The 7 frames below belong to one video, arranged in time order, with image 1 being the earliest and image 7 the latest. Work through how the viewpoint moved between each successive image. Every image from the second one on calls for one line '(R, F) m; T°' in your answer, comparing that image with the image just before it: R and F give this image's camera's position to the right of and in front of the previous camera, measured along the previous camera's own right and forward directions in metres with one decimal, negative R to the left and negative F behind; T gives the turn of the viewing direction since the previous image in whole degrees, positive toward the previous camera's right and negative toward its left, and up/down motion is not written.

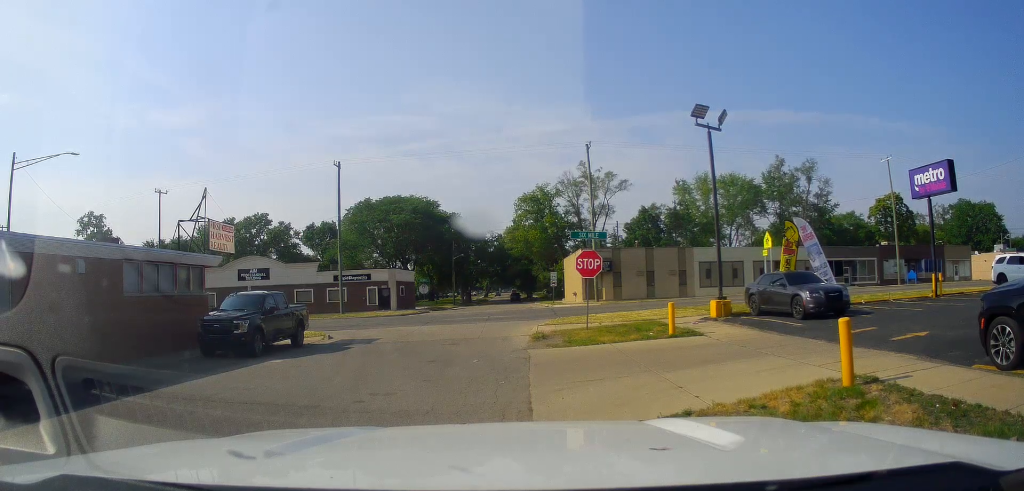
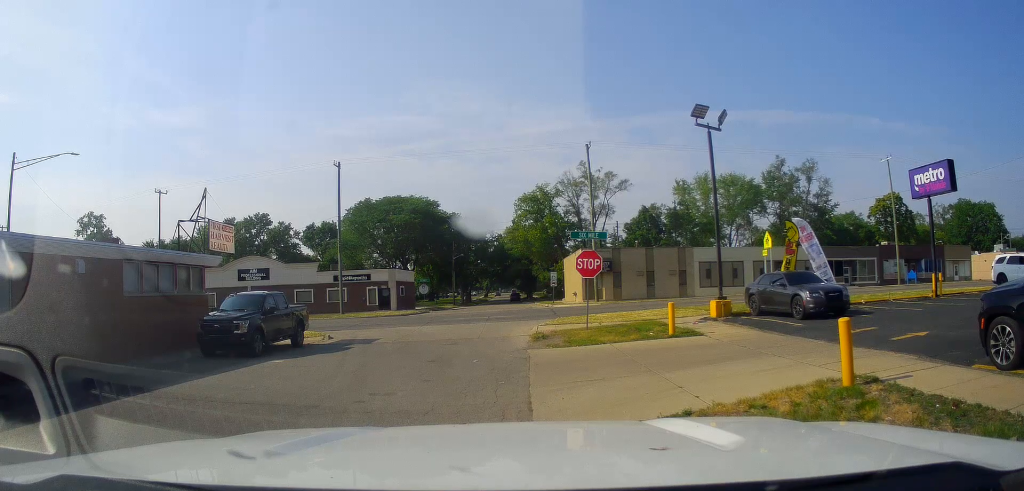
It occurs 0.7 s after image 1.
(0.0, 0.0) m; 0°
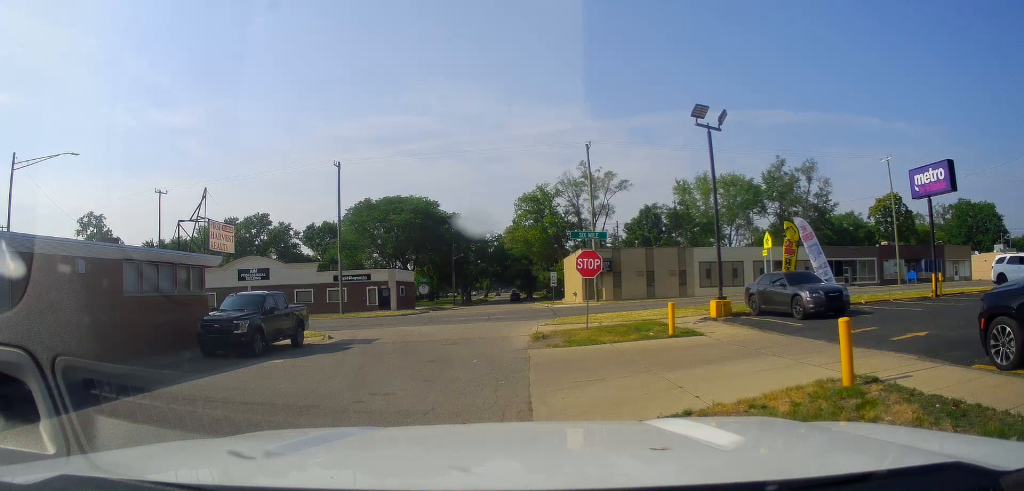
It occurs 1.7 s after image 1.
(0.0, 0.0) m; 0°
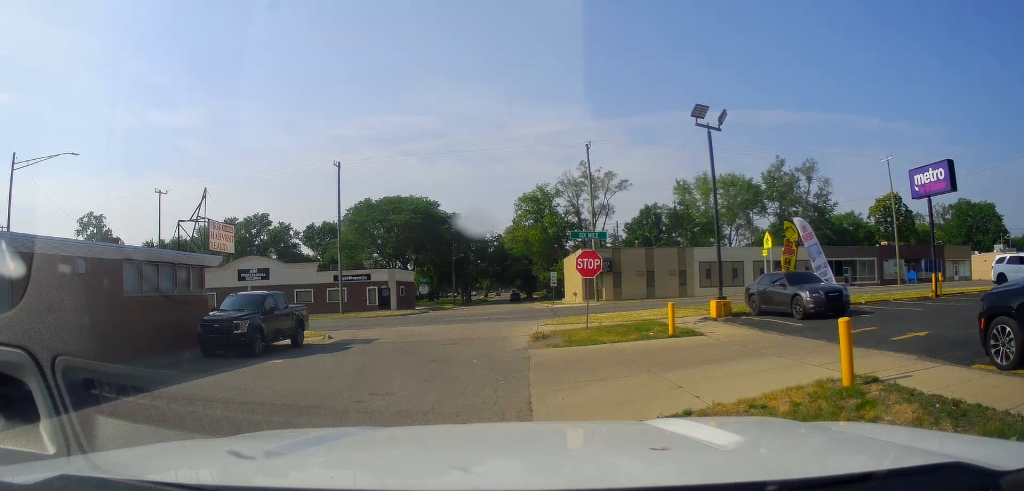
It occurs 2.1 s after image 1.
(0.0, 0.0) m; 0°
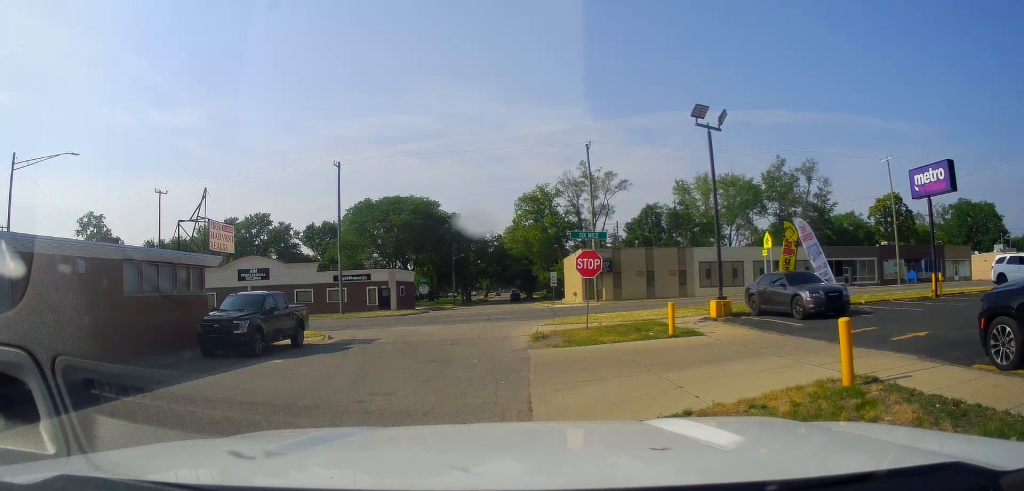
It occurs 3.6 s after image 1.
(0.0, 0.0) m; 0°
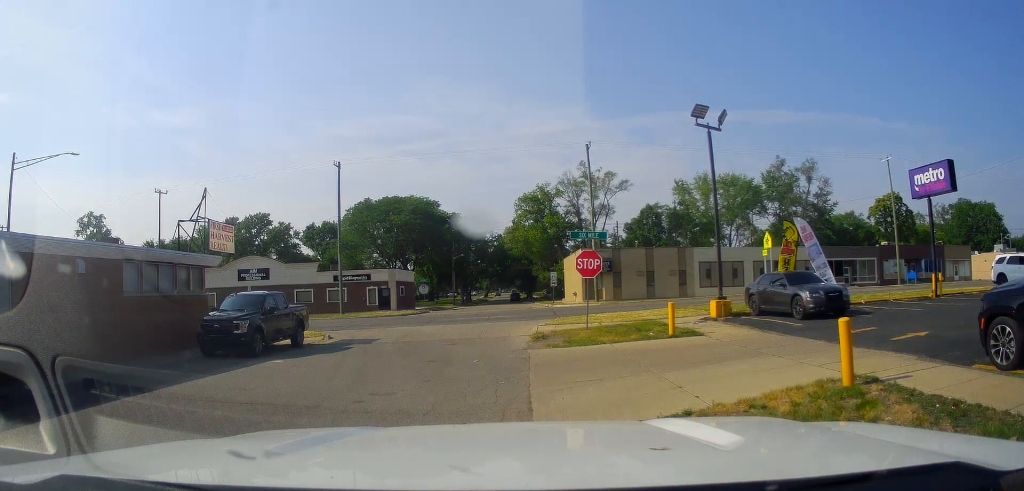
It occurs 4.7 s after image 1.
(0.0, 0.0) m; 0°
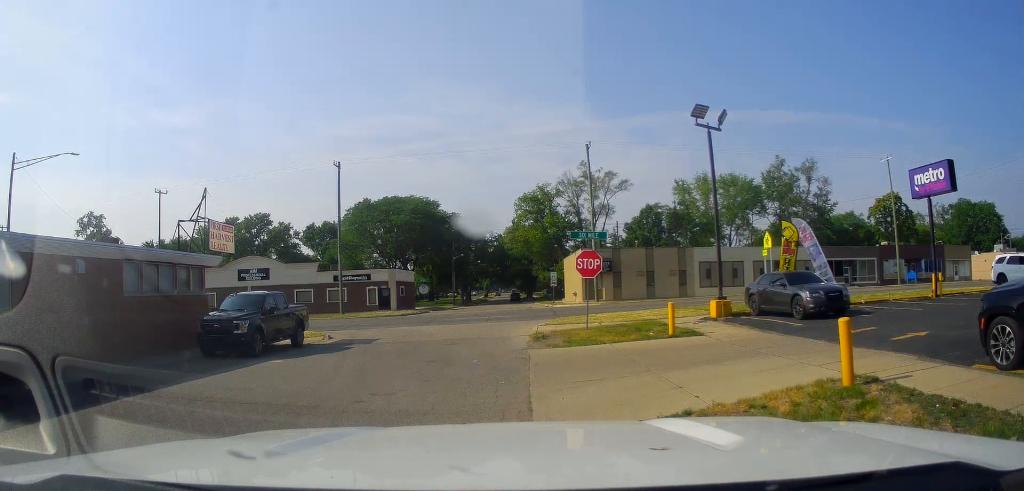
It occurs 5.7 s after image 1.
(0.0, 0.0) m; 0°
